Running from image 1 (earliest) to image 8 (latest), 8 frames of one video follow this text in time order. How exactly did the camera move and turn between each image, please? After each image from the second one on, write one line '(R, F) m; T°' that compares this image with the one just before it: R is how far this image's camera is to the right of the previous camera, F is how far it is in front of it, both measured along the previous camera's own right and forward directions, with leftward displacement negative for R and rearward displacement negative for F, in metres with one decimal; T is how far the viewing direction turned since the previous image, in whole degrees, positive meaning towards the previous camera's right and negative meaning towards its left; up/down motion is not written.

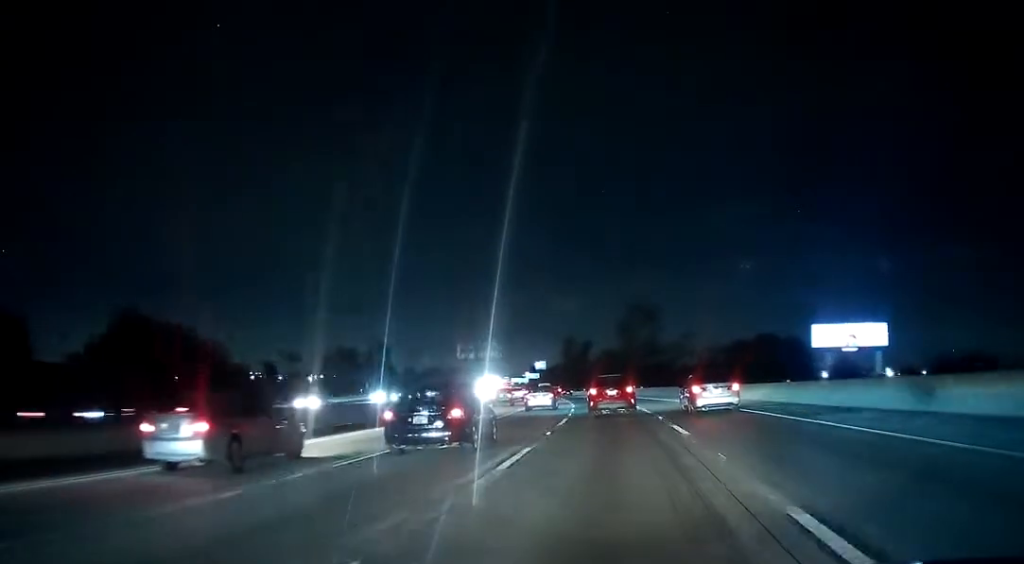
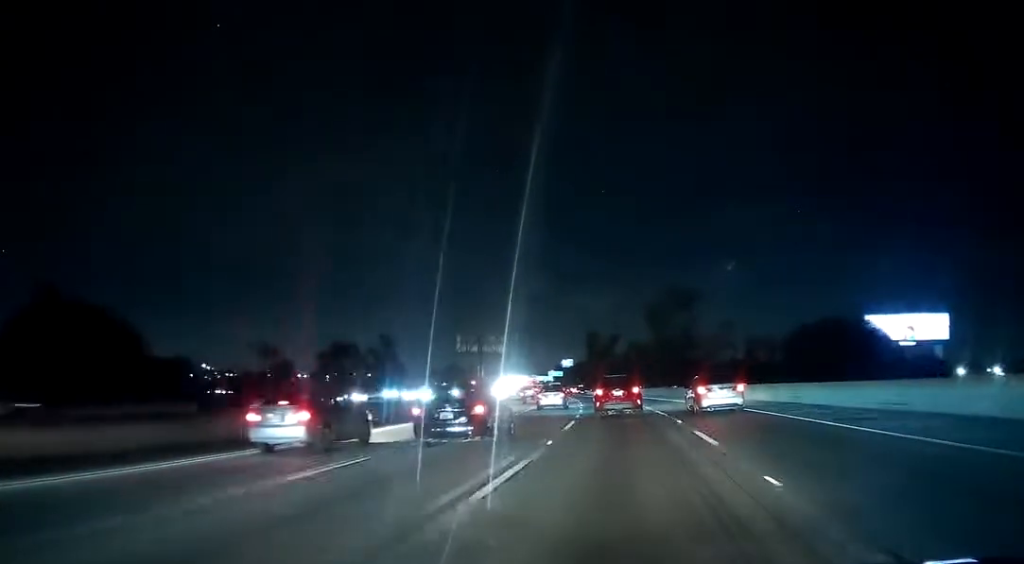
(-0.3, +17.7) m; -3°
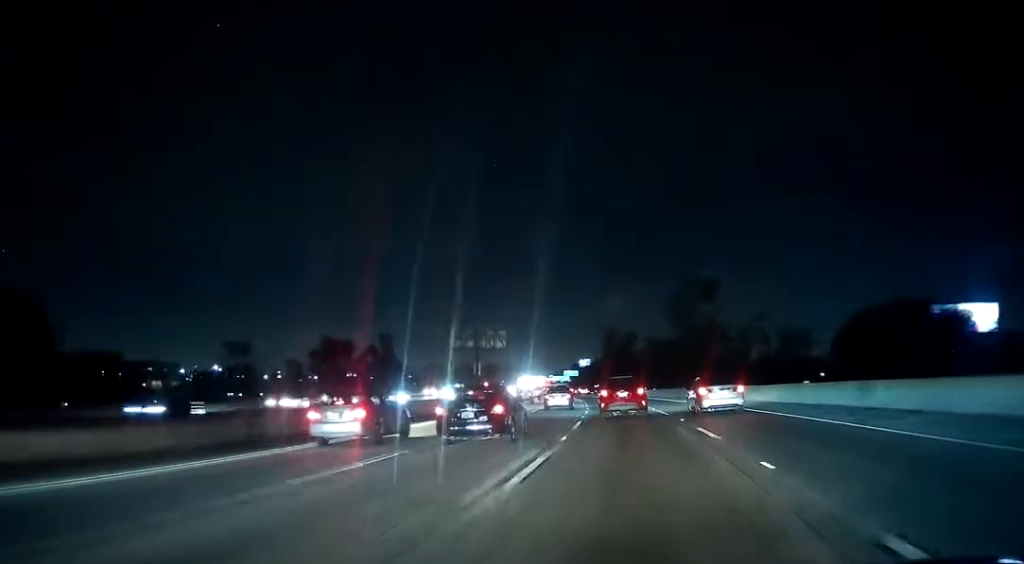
(-0.3, +12.7) m; -2°
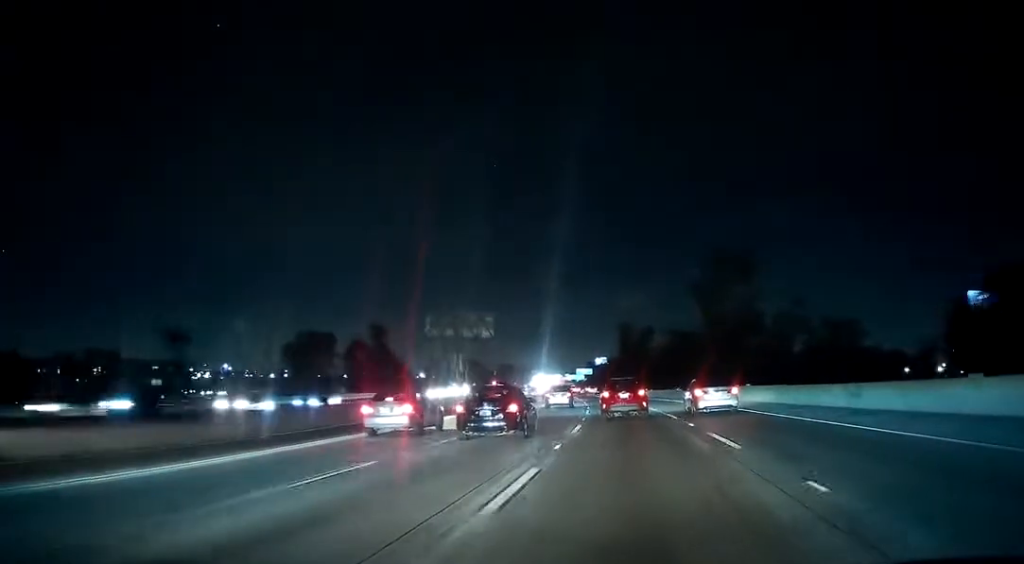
(-0.5, +17.4) m; -2°
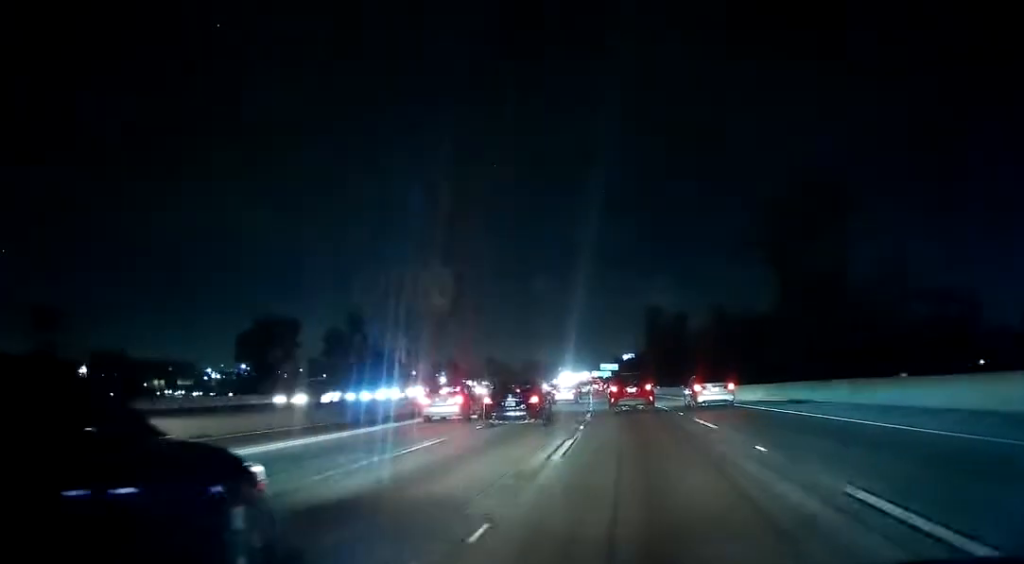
(-0.3, +25.1) m; -1°
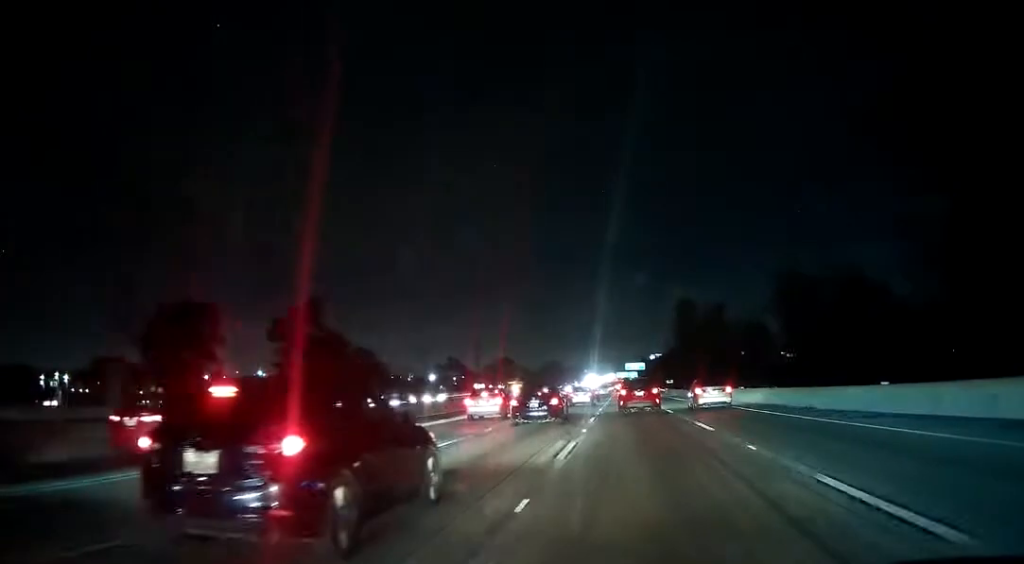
(-0.6, +28.3) m; -2°
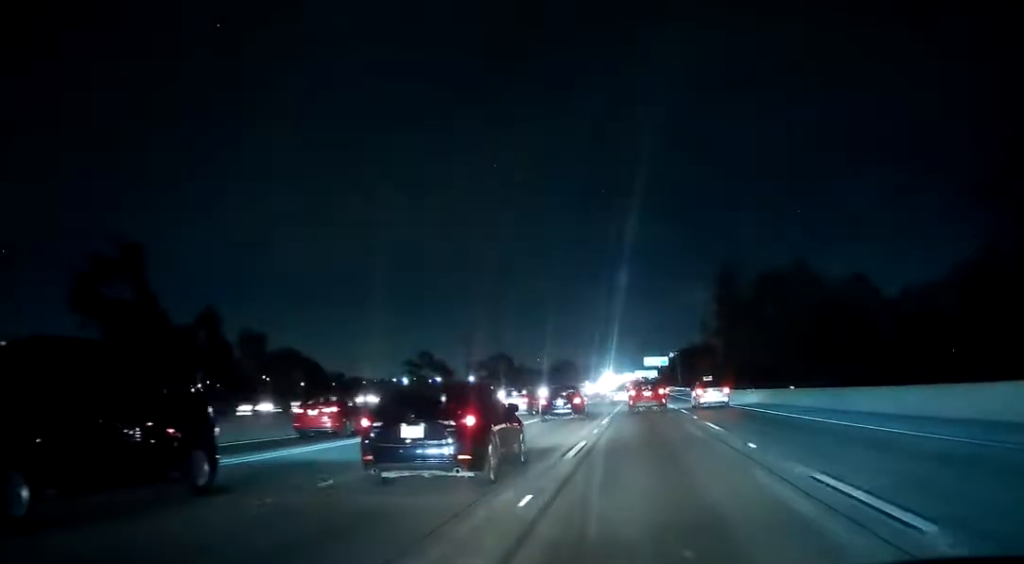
(-0.6, +43.4) m; -1°
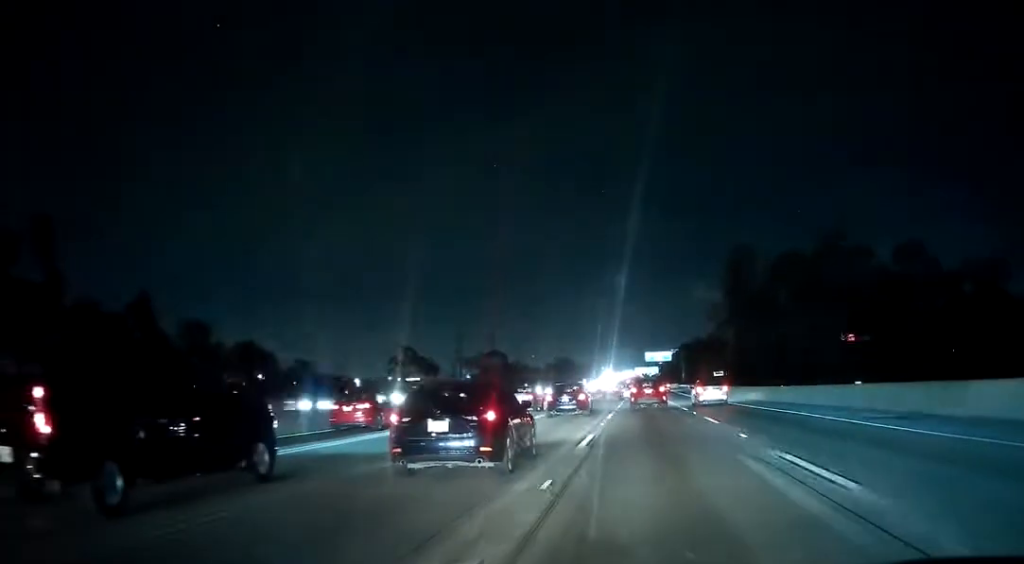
(0.0, +12.5) m; 0°
